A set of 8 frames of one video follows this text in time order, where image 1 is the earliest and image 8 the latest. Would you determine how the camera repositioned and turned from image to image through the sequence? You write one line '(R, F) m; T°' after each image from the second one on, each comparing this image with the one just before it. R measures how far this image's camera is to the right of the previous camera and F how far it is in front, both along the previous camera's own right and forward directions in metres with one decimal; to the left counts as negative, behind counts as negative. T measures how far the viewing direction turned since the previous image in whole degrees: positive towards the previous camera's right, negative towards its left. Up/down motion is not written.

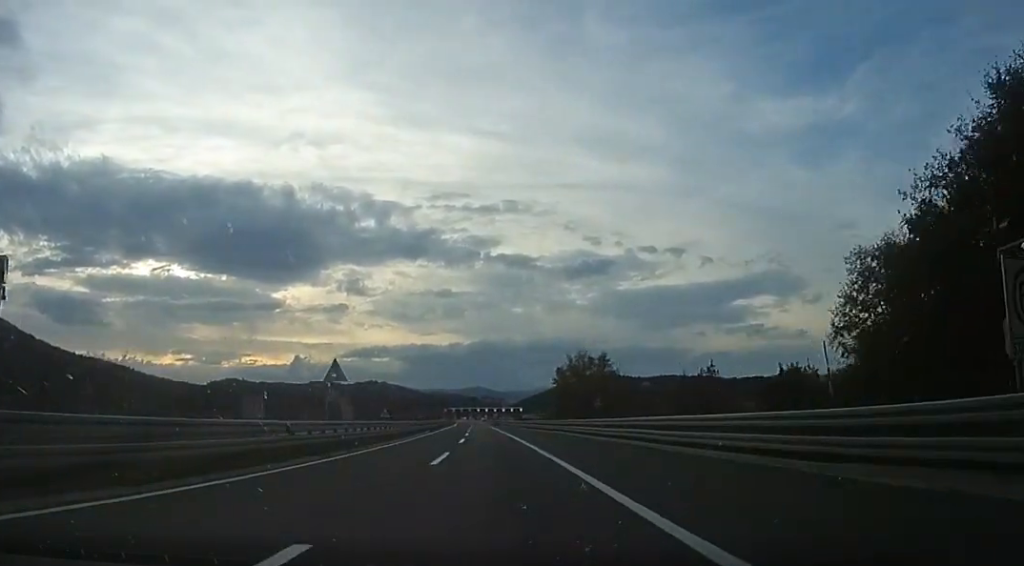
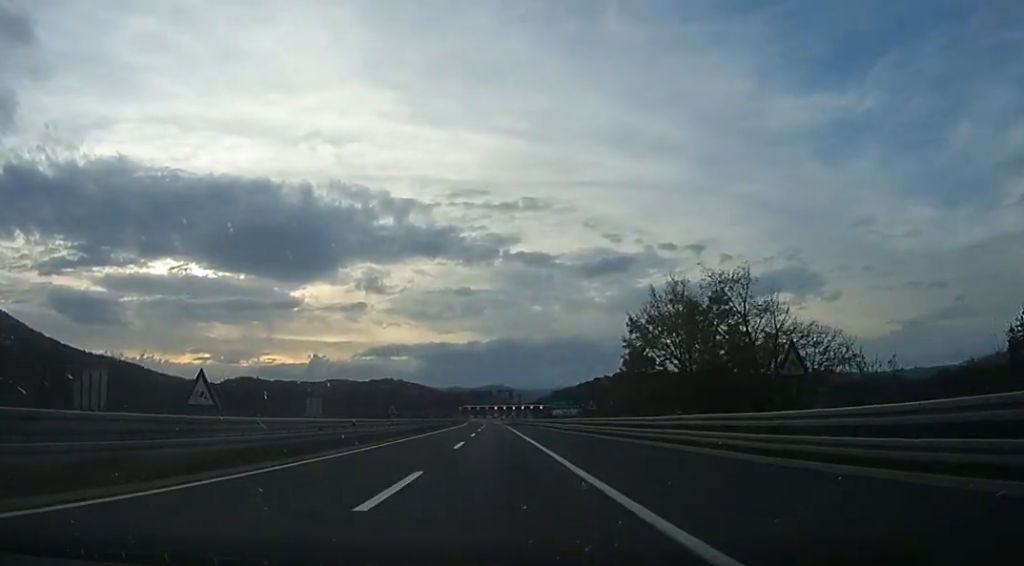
(+0.7, +27.0) m; -1°
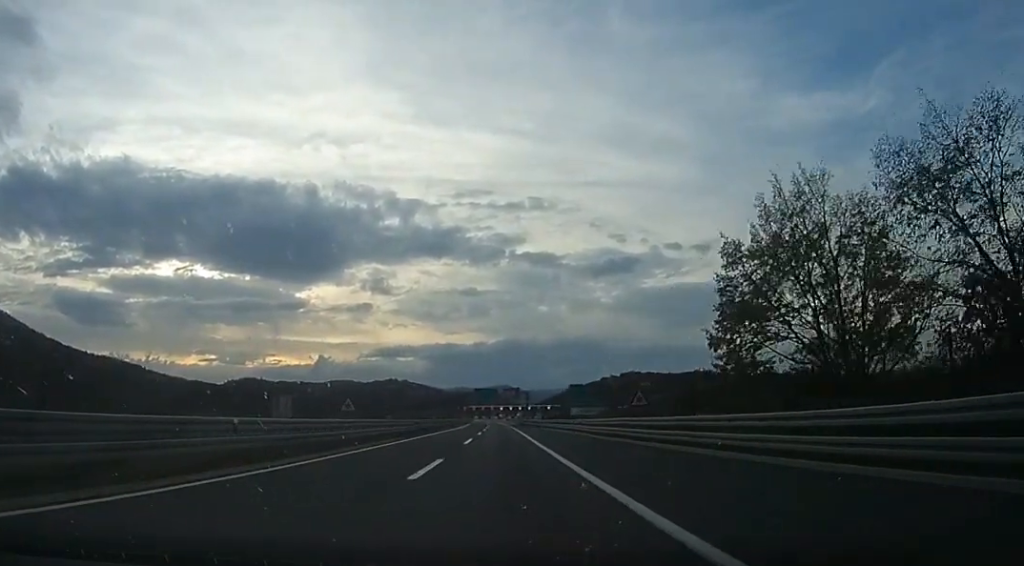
(-0.6, +13.1) m; -2°
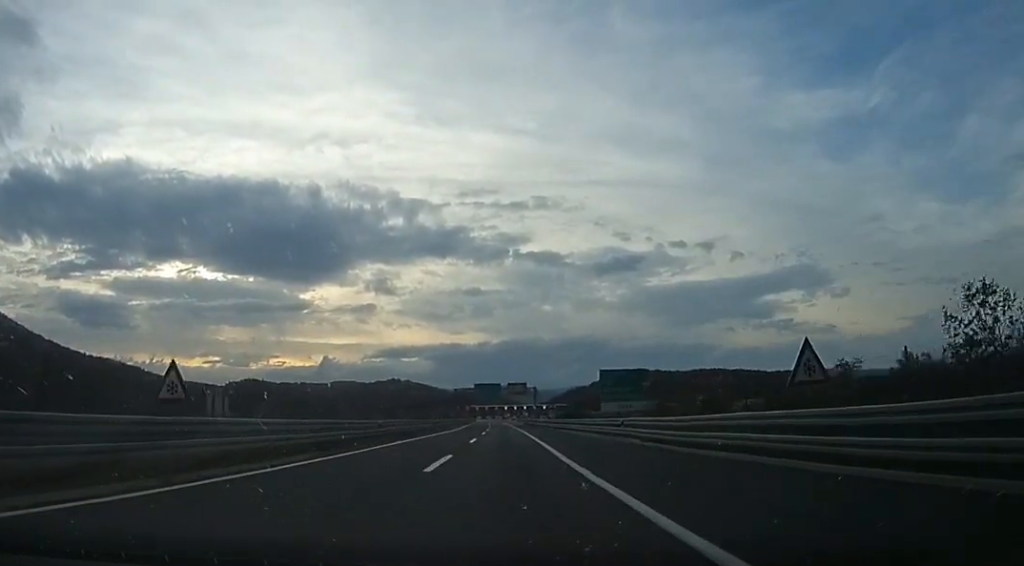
(-0.2, +16.1) m; -2°
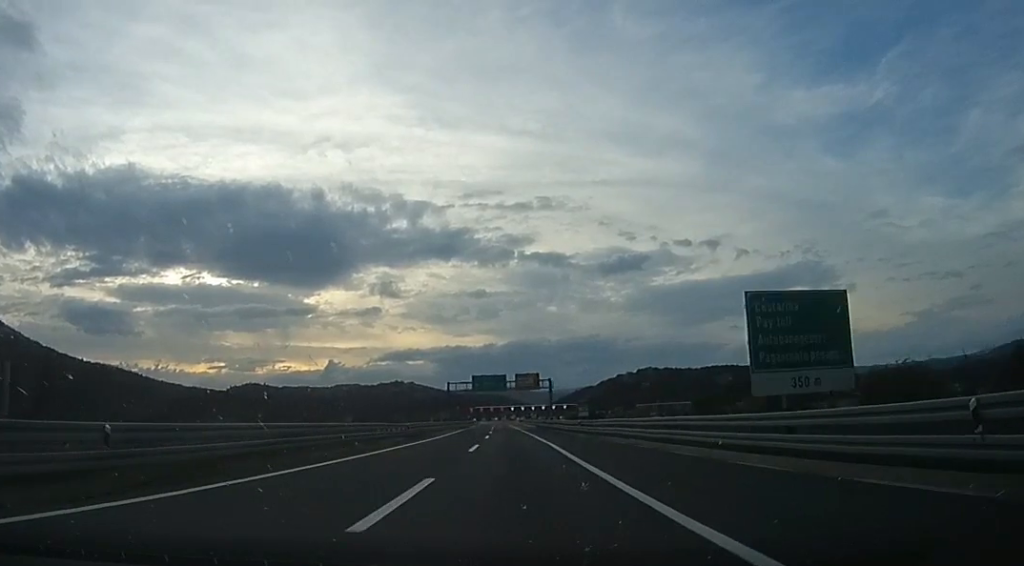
(-0.7, +25.2) m; -2°
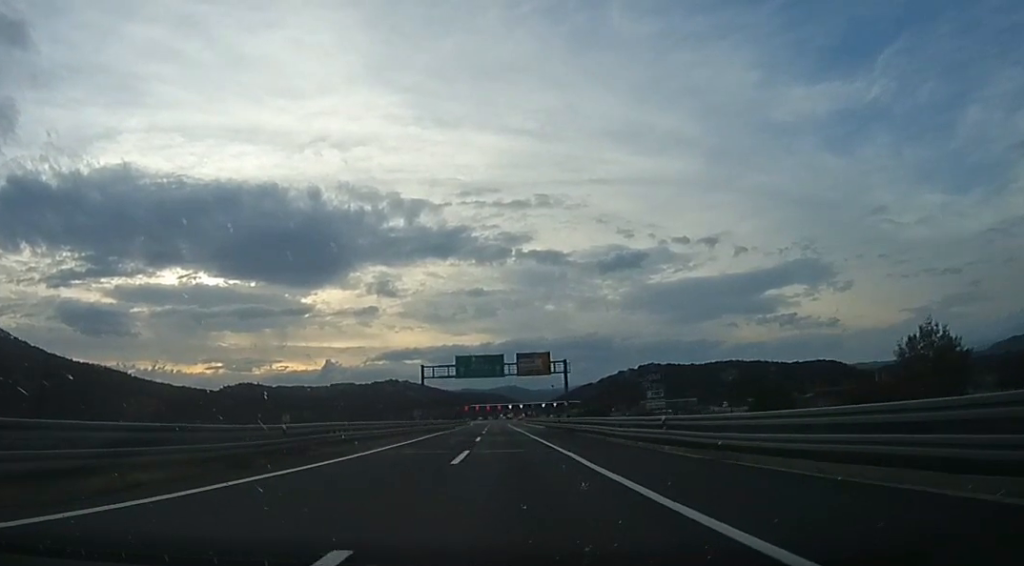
(-0.2, +25.6) m; +2°
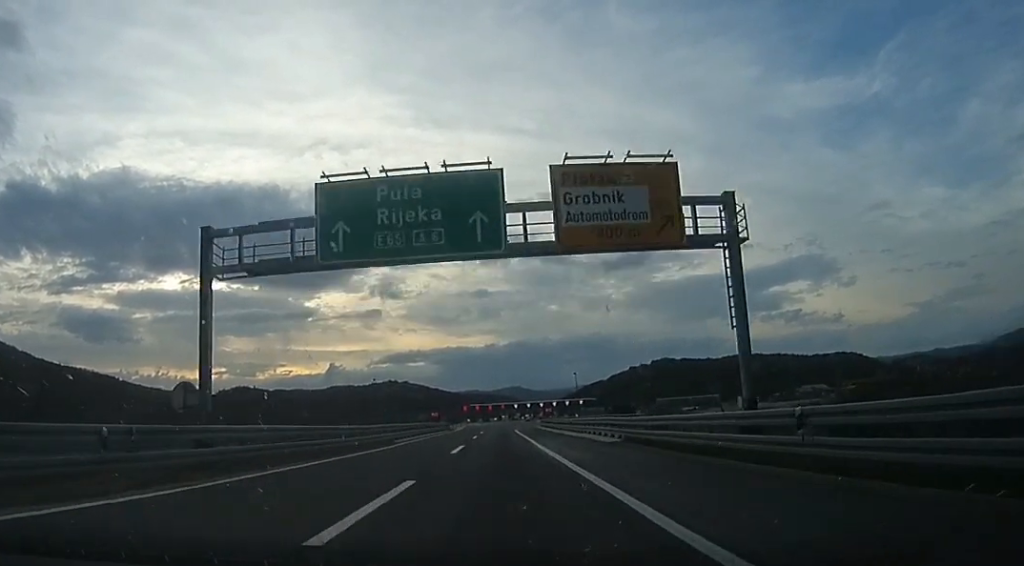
(+1.3, +47.2) m; +1°
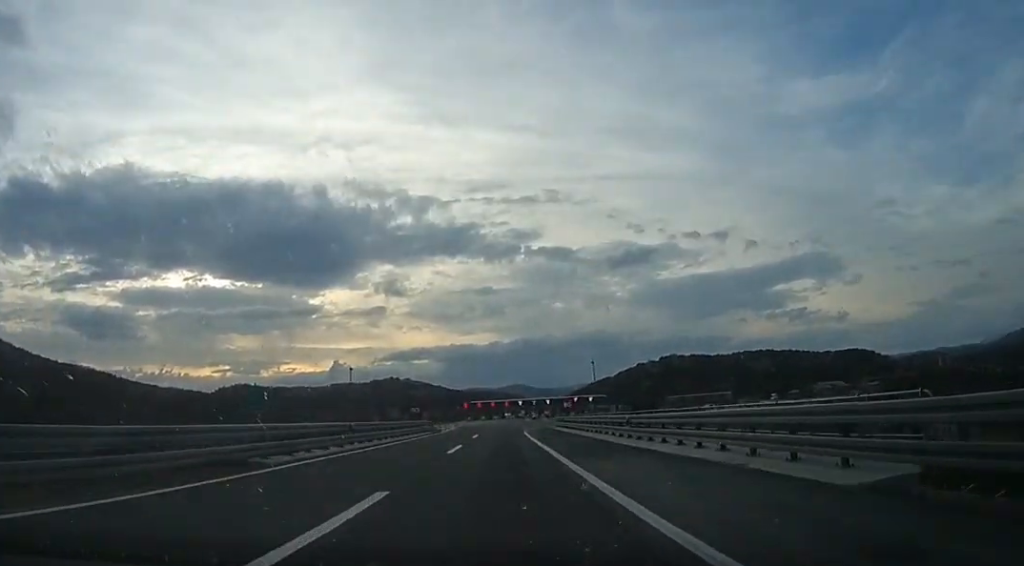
(0.0, +20.4) m; 0°
